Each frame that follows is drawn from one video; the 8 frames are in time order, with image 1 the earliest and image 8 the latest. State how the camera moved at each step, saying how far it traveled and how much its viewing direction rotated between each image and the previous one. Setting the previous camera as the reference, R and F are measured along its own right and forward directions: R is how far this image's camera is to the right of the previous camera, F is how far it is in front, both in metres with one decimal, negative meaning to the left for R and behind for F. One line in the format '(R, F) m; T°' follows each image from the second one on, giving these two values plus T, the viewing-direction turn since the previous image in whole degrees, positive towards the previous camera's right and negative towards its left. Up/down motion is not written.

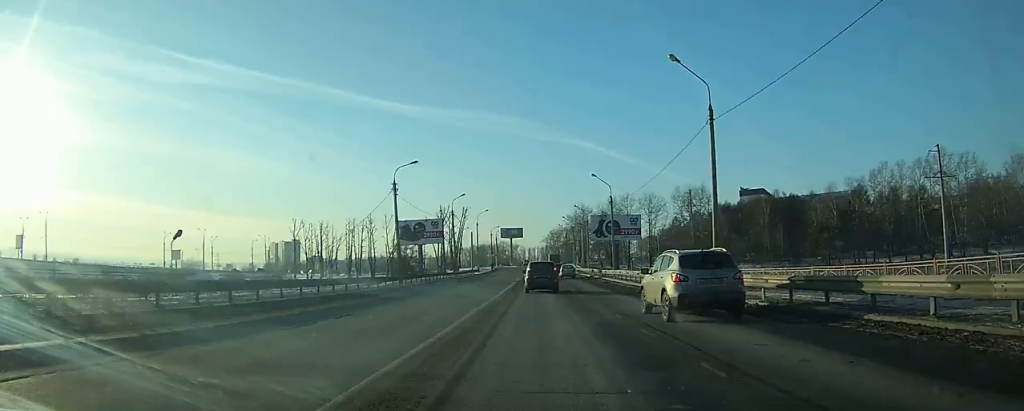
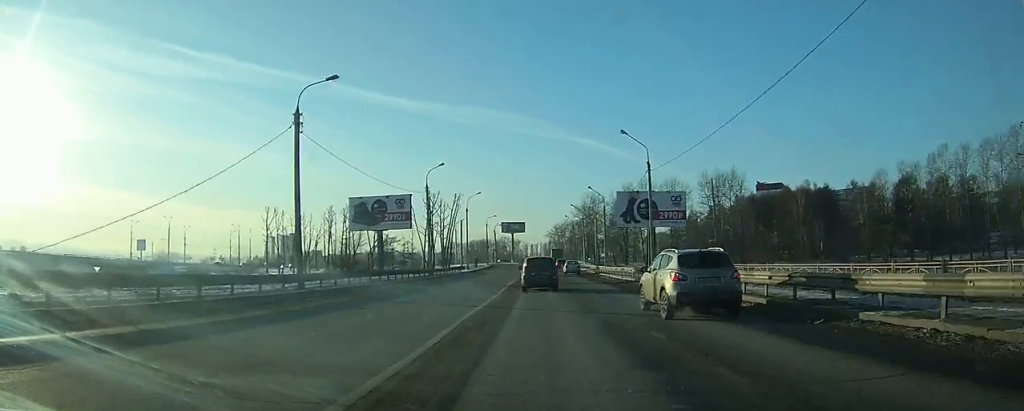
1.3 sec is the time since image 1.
(+0.1, +21.6) m; 0°
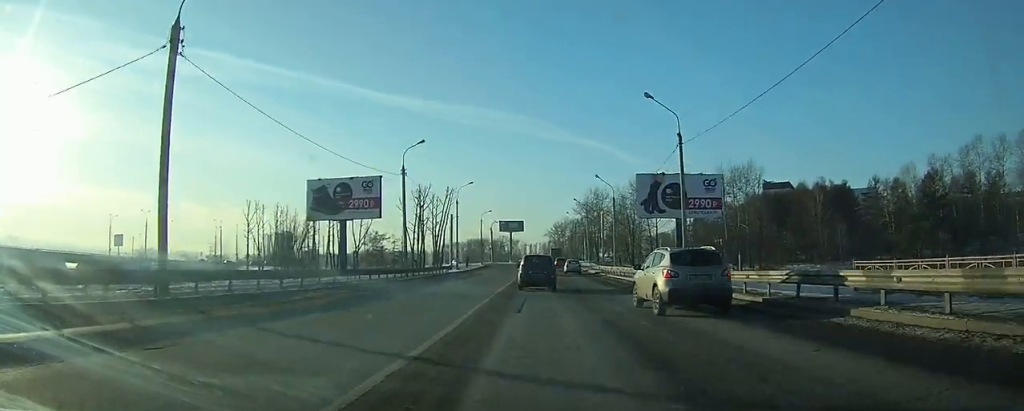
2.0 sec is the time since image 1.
(0.0, +10.8) m; 0°
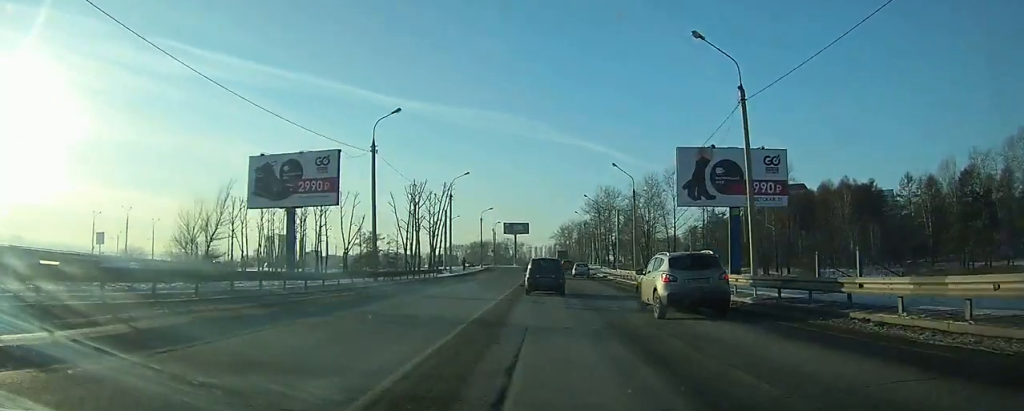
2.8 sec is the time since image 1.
(0.0, +11.0) m; 0°
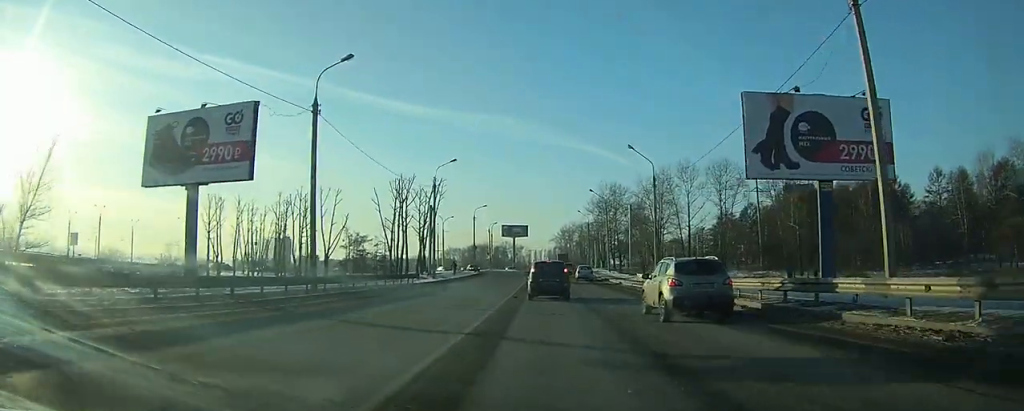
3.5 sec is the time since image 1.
(0.0, +10.7) m; 0°
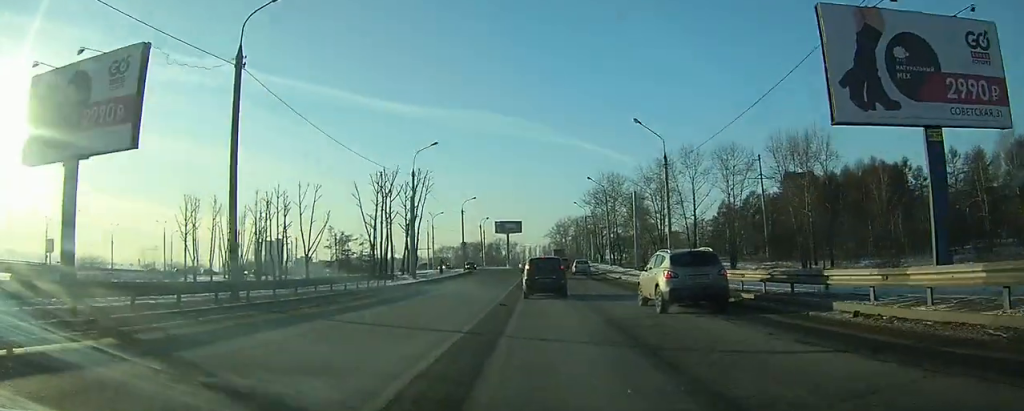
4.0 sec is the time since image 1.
(0.0, +7.1) m; 0°
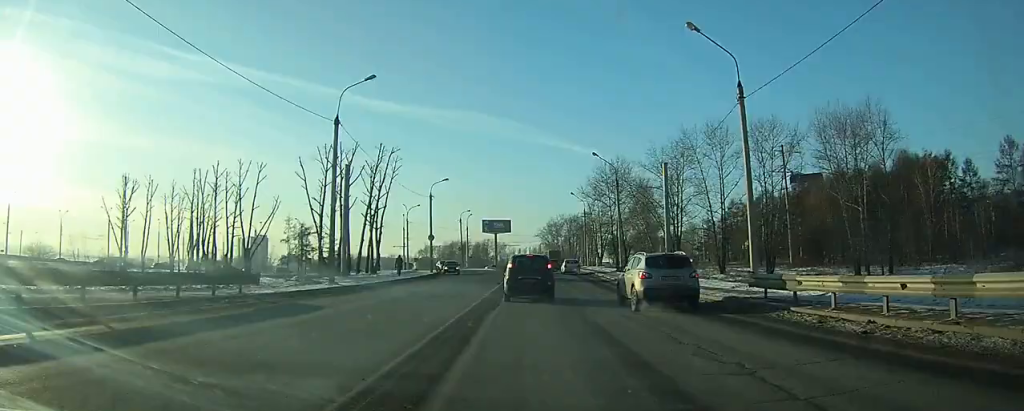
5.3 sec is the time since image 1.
(0.0, +18.0) m; 0°
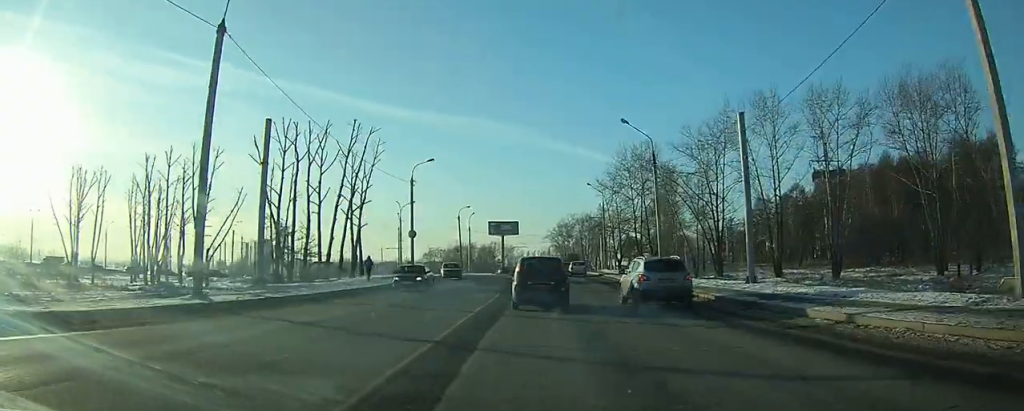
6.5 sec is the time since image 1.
(0.0, +14.2) m; 0°
